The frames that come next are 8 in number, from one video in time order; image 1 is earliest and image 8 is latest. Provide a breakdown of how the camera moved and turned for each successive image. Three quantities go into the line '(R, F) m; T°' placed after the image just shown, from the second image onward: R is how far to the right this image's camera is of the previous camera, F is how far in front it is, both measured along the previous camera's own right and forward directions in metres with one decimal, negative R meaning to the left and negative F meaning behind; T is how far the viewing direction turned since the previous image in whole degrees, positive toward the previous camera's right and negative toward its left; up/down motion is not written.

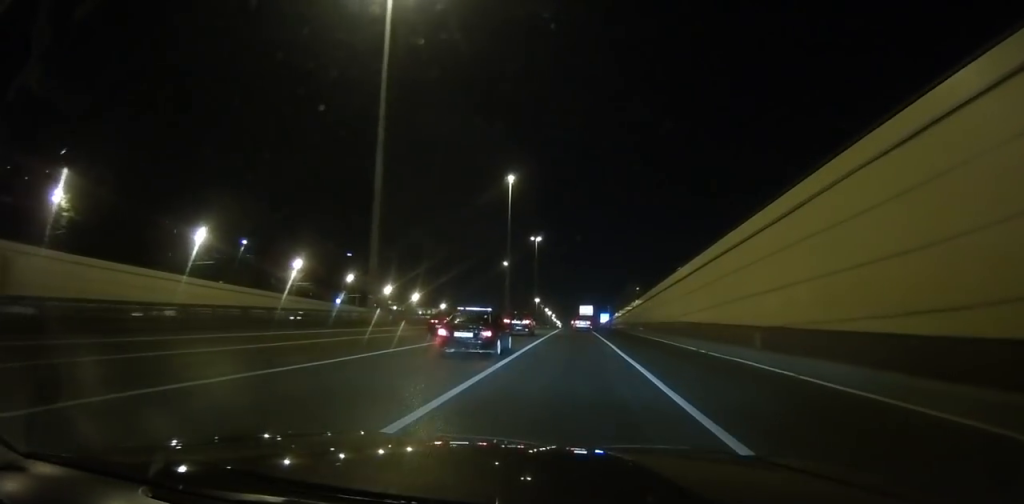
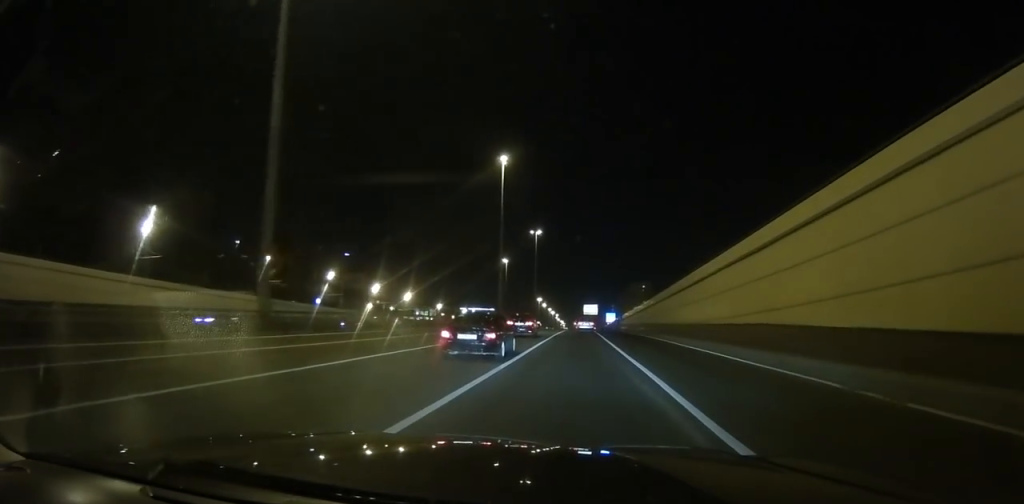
(0.0, +14.2) m; 0°
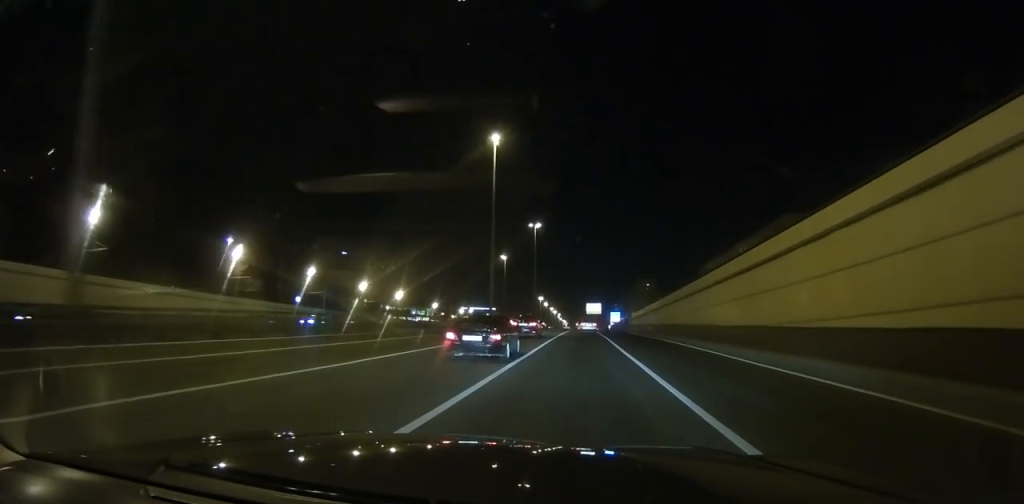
(0.0, +12.1) m; 0°
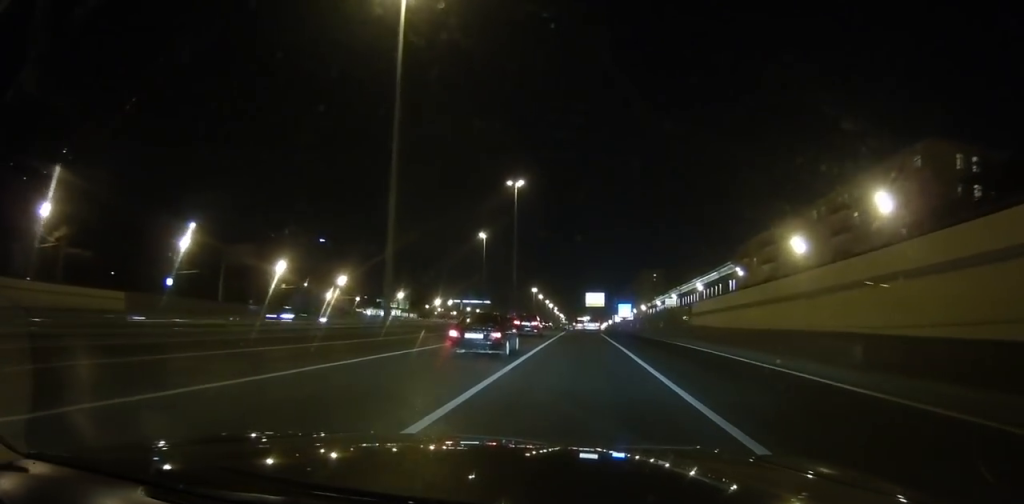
(0.0, +43.3) m; +1°
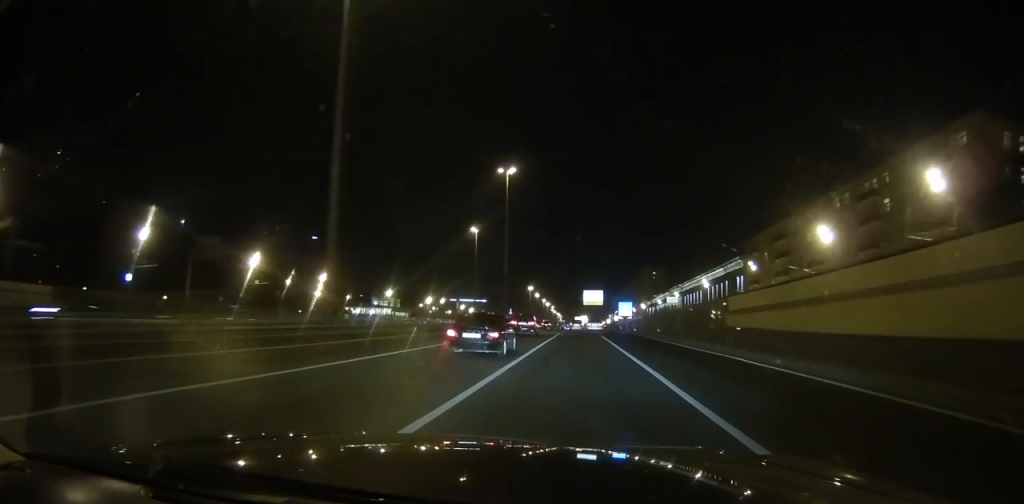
(-0.1, +8.4) m; +2°
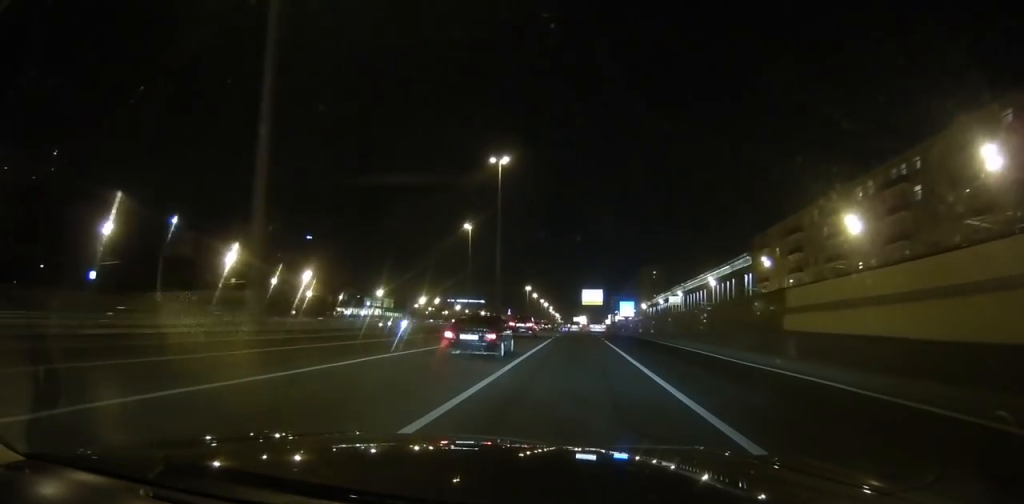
(0.0, +7.2) m; +1°
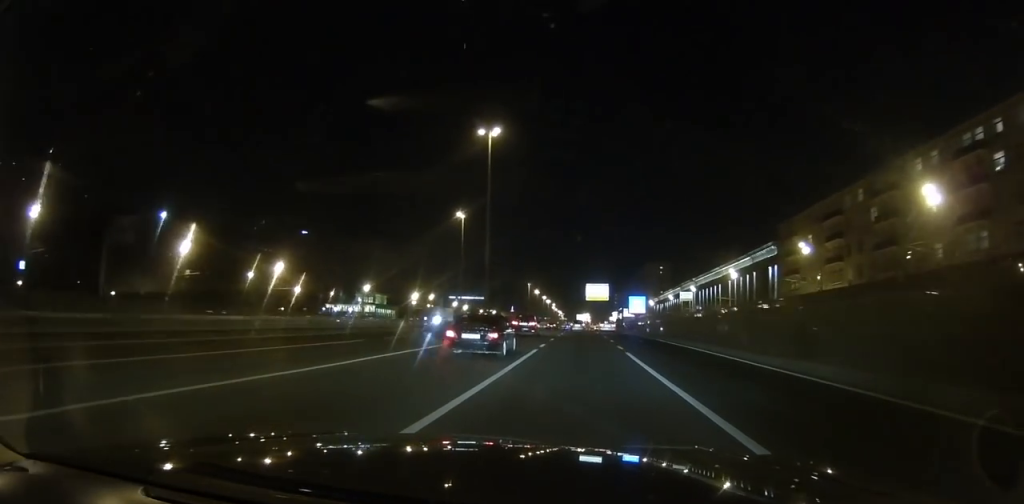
(+0.9, +13.4) m; -2°
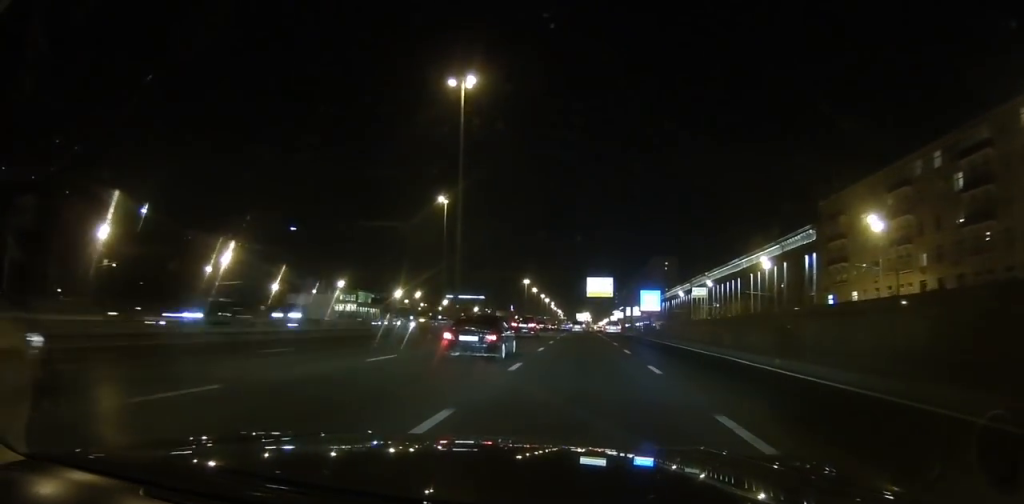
(-1.6, +18.0) m; -2°
